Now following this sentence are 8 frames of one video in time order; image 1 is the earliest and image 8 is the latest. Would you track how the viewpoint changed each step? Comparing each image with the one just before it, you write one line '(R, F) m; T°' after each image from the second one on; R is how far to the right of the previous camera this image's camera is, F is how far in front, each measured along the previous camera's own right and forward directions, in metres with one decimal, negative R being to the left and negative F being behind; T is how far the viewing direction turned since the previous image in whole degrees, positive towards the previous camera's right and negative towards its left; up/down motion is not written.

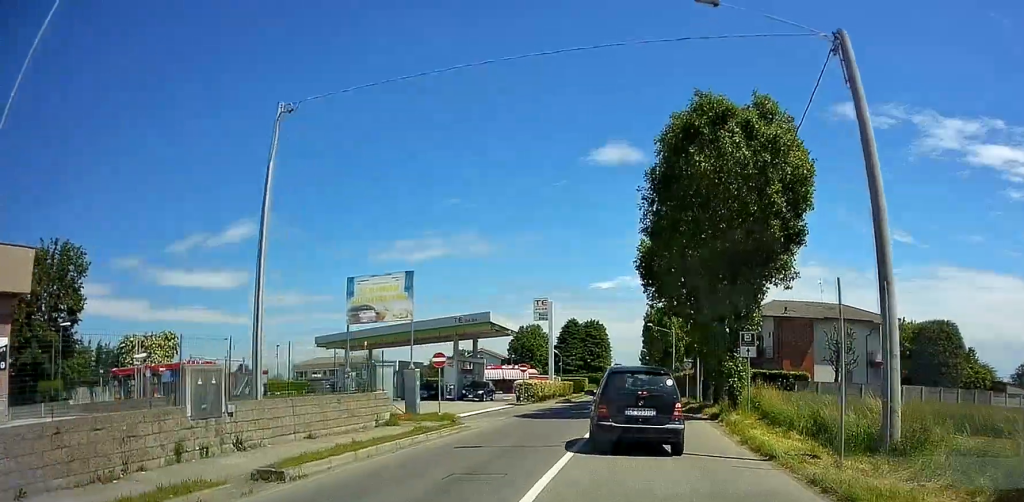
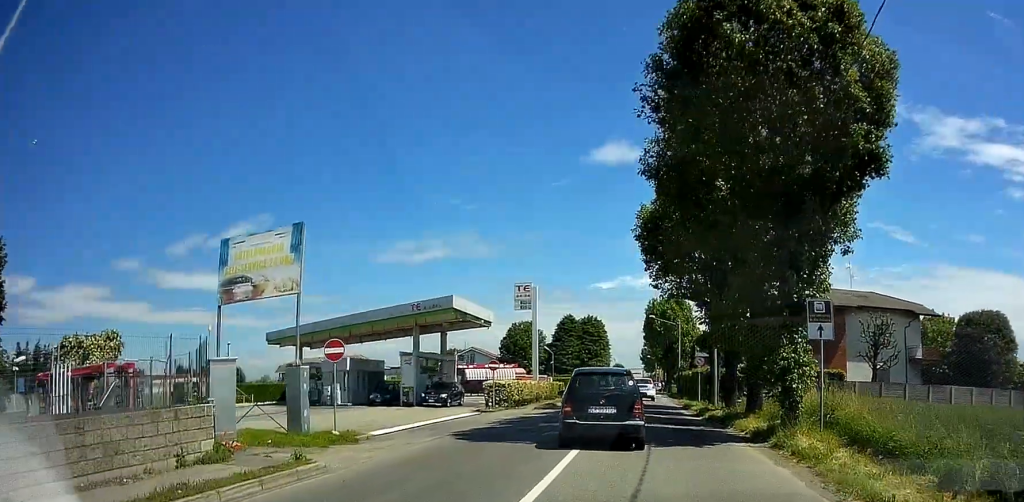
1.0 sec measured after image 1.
(-0.3, +9.6) m; -2°
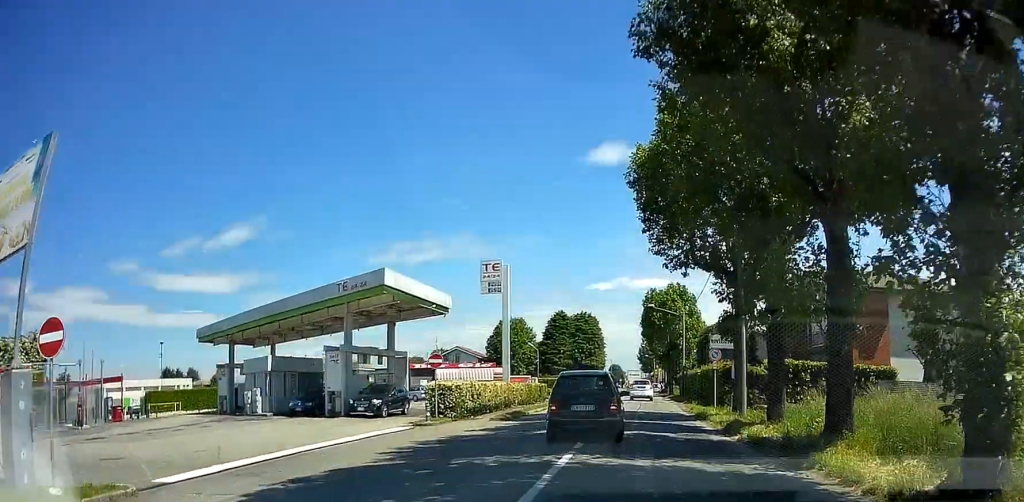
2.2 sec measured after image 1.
(0.0, +10.2) m; +1°
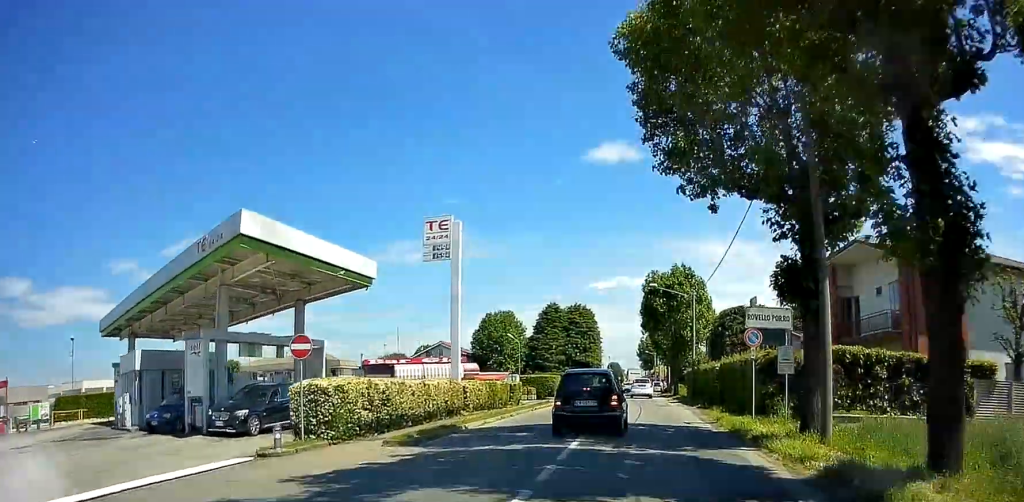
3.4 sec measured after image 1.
(+0.1, +10.1) m; 0°
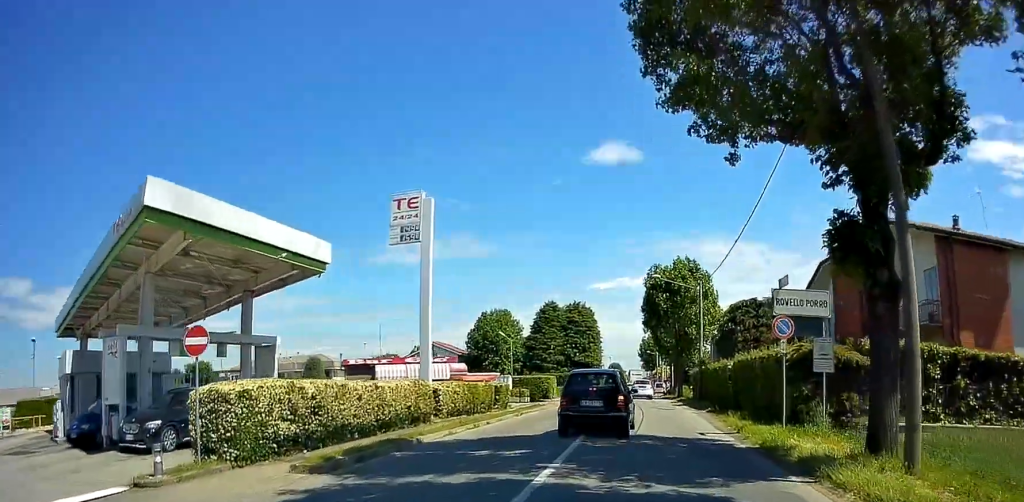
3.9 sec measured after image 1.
(0.0, +4.0) m; 0°
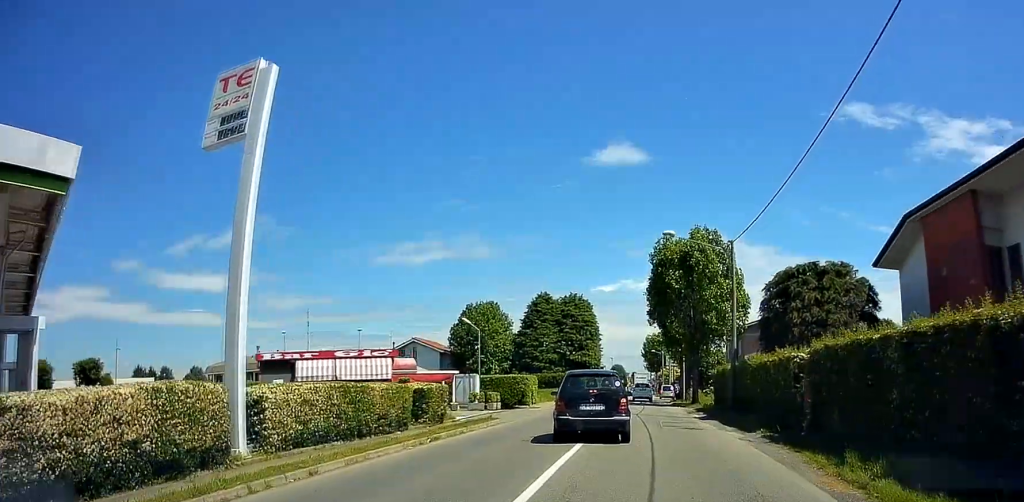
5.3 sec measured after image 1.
(-0.1, +12.0) m; +2°
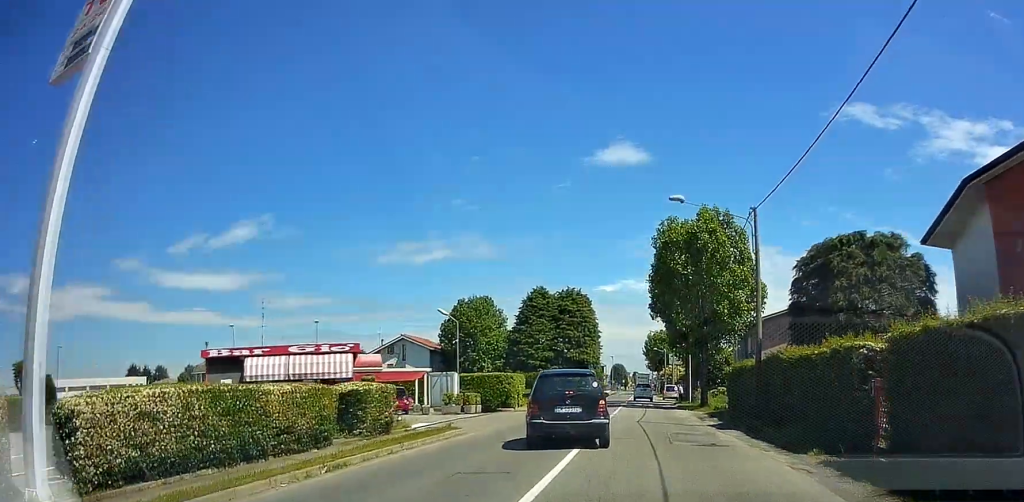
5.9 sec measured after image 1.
(+0.1, +5.4) m; 0°
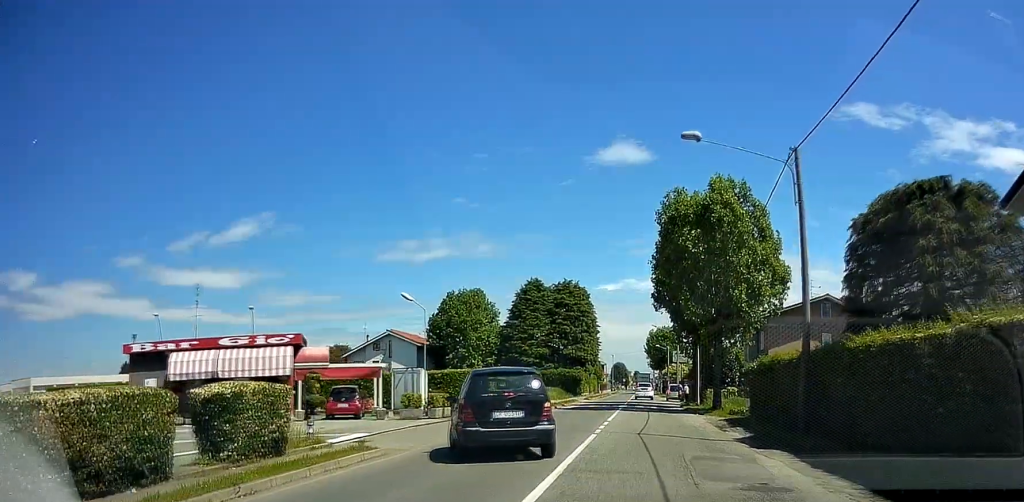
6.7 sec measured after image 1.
(+0.1, +6.4) m; -1°
